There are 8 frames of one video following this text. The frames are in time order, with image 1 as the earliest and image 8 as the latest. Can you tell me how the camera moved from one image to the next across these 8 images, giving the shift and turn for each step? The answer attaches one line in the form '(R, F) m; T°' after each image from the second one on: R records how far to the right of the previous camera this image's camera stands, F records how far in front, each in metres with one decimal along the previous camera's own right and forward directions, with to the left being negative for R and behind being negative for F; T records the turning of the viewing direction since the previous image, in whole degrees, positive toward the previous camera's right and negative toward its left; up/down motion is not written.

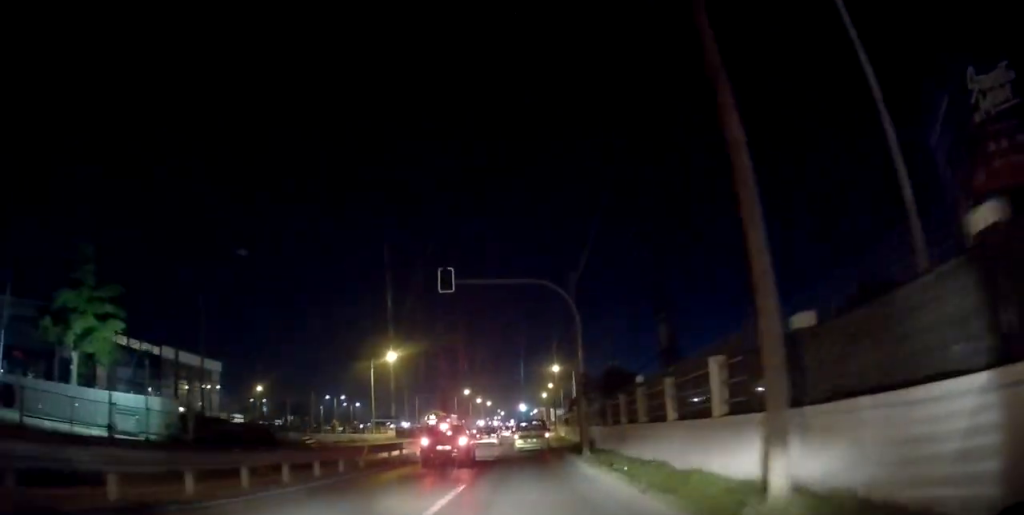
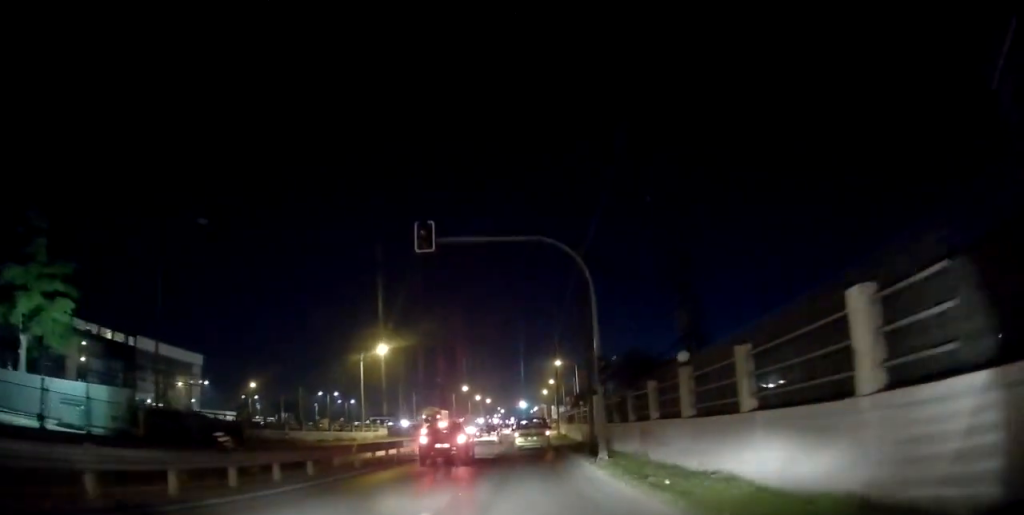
(+0.4, +4.5) m; 0°
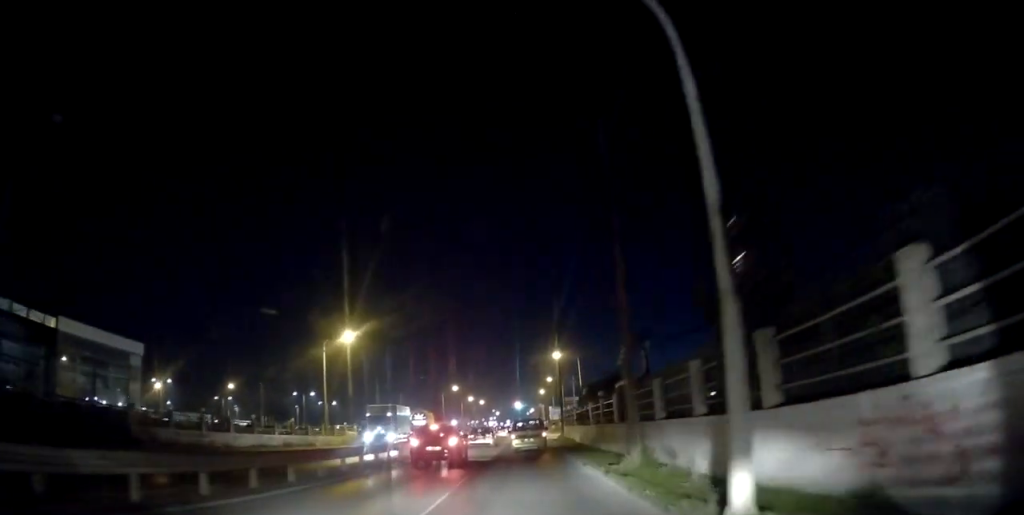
(-0.3, +10.7) m; -1°
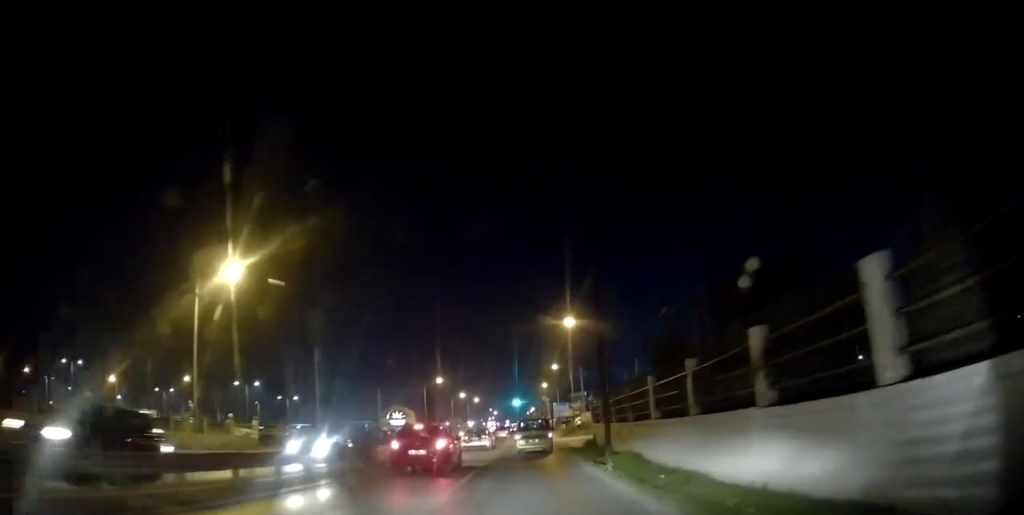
(+1.1, +22.1) m; +2°
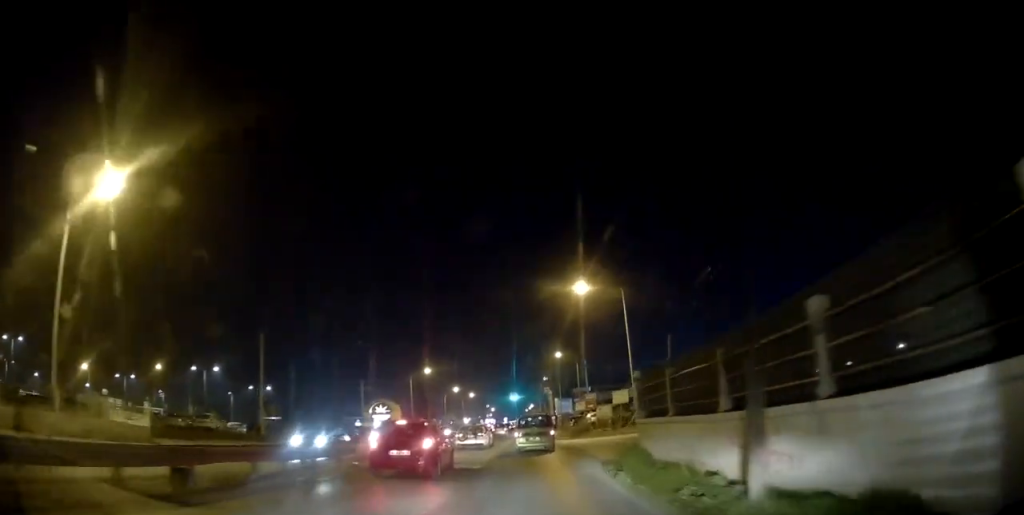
(-0.4, +11.8) m; -4°
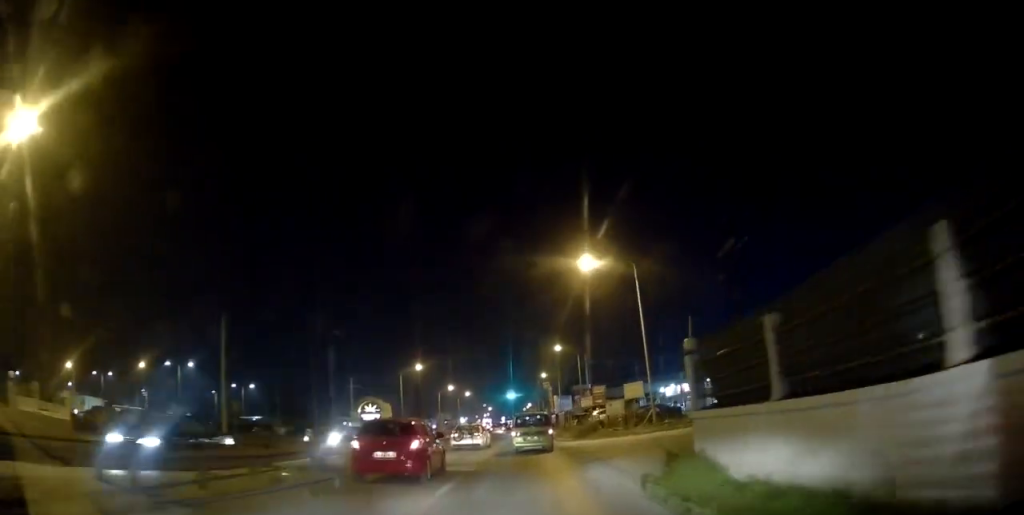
(-0.2, +5.8) m; -3°
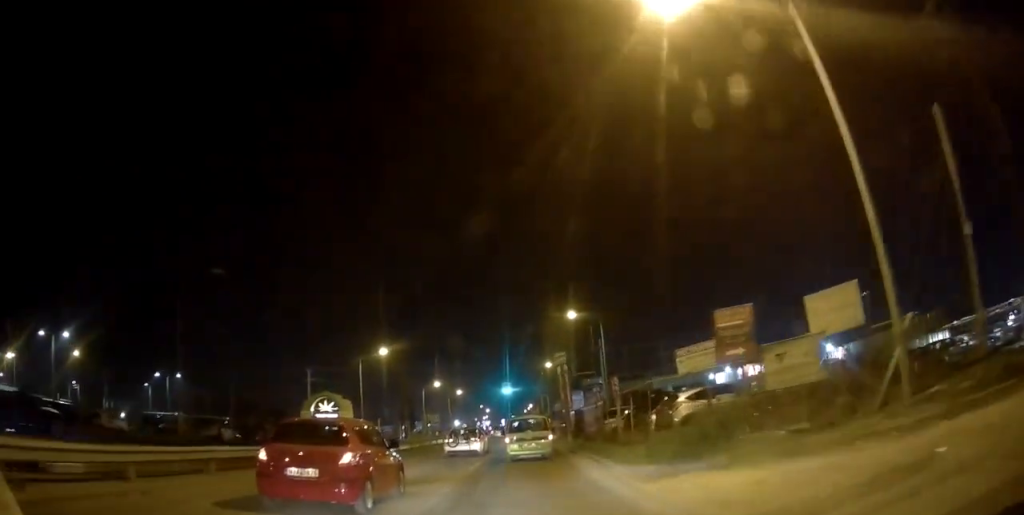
(-0.4, +23.1) m; +3°
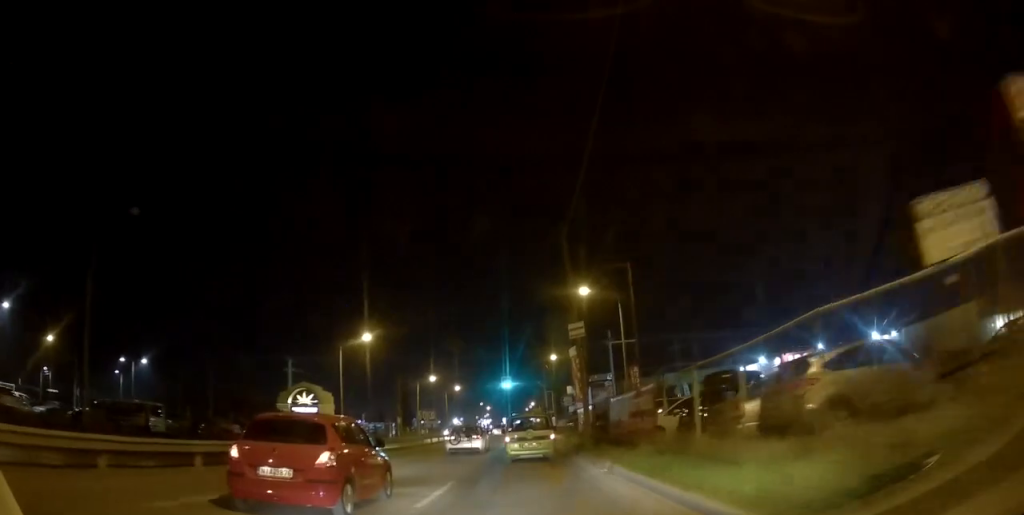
(+0.5, +8.2) m; +10°
